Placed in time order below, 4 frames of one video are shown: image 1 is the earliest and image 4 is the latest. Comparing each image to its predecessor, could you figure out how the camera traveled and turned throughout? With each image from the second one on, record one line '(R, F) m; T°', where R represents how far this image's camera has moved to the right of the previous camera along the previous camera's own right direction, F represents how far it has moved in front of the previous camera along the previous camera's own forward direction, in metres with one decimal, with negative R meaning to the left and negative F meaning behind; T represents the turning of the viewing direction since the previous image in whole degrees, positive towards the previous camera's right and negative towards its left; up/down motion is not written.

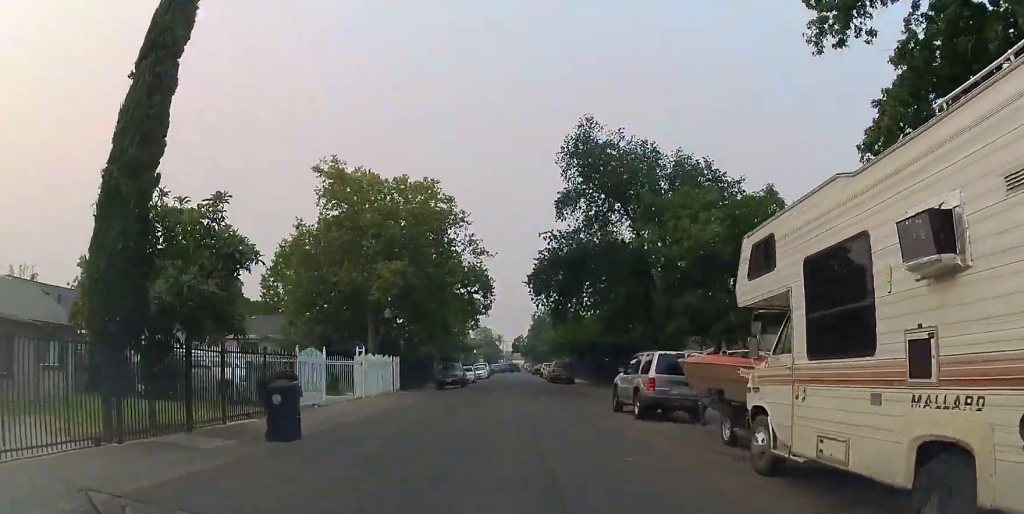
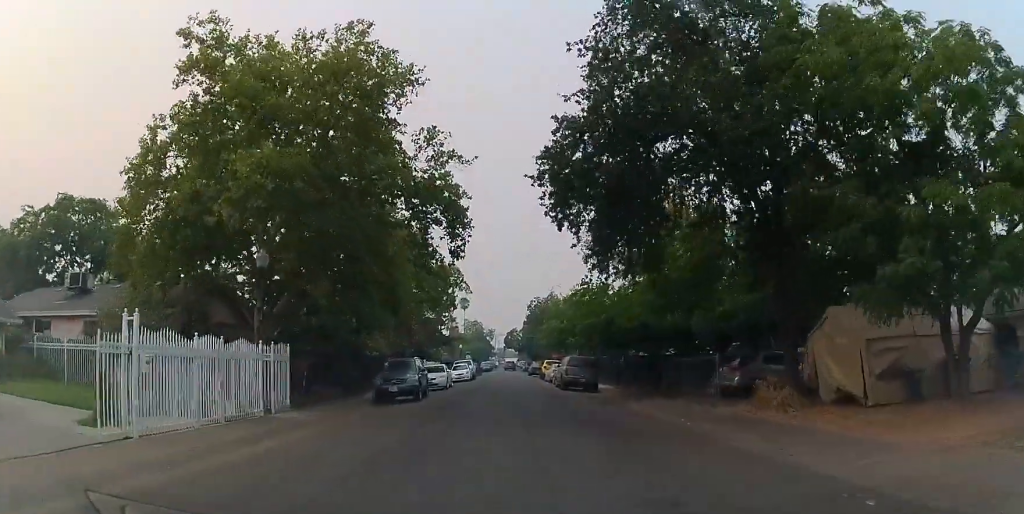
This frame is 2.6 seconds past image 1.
(0.0, +16.3) m; 0°
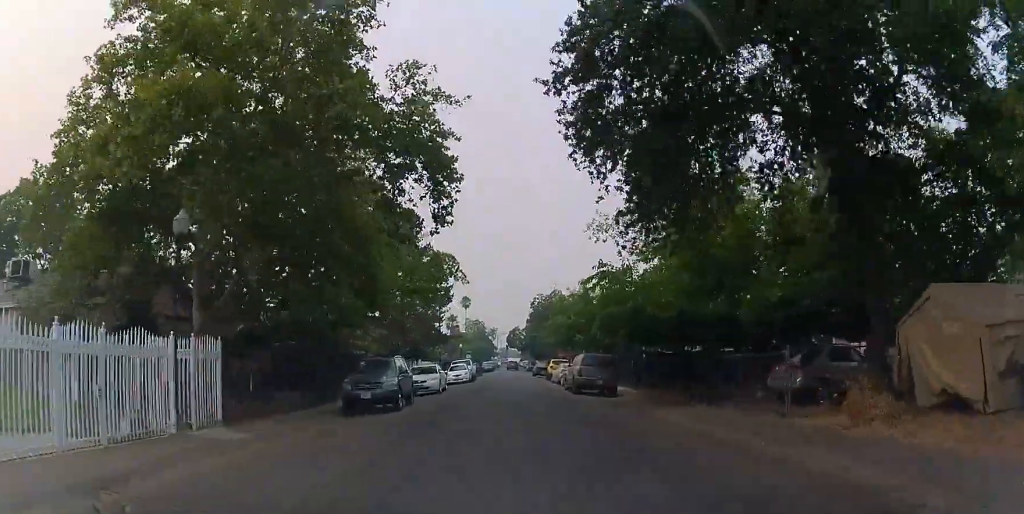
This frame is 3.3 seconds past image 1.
(0.0, +4.6) m; 0°
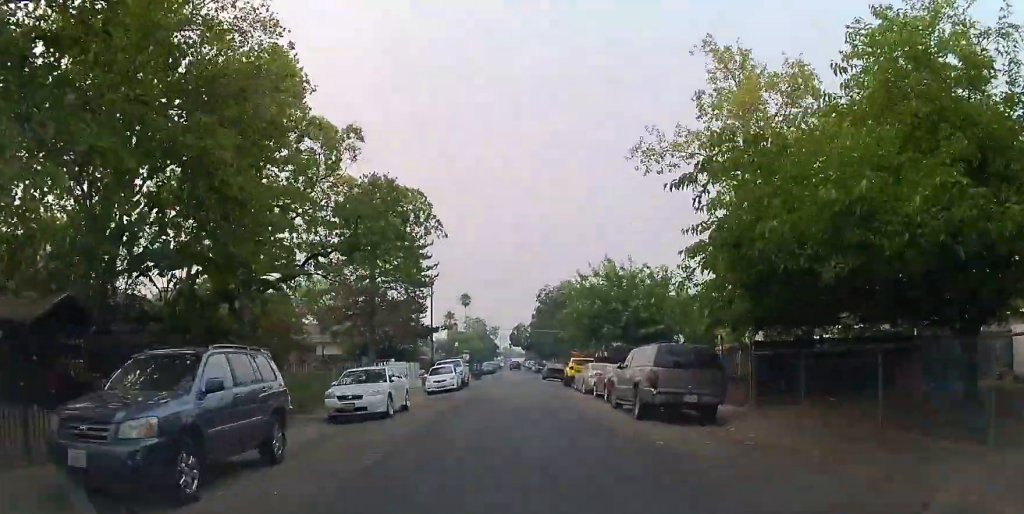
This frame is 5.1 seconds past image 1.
(0.0, +12.2) m; 0°
